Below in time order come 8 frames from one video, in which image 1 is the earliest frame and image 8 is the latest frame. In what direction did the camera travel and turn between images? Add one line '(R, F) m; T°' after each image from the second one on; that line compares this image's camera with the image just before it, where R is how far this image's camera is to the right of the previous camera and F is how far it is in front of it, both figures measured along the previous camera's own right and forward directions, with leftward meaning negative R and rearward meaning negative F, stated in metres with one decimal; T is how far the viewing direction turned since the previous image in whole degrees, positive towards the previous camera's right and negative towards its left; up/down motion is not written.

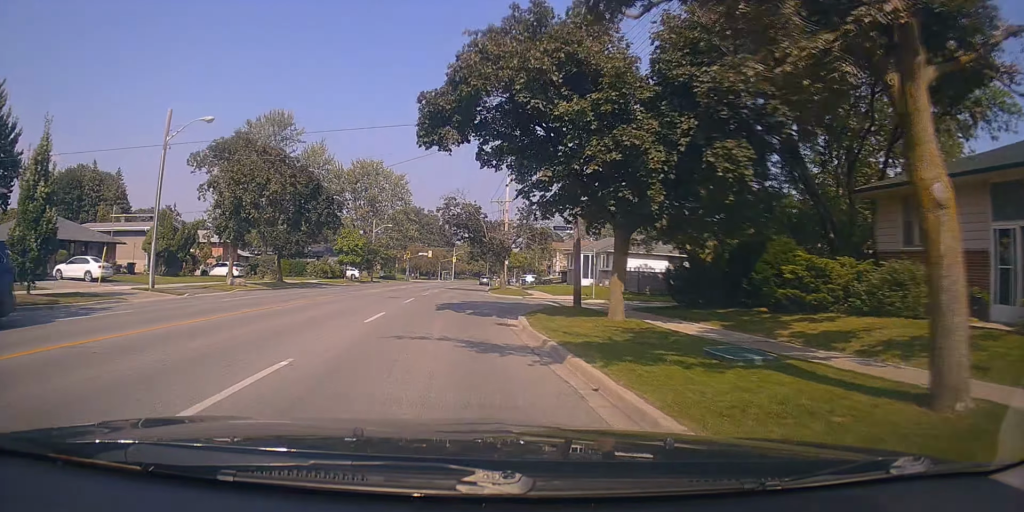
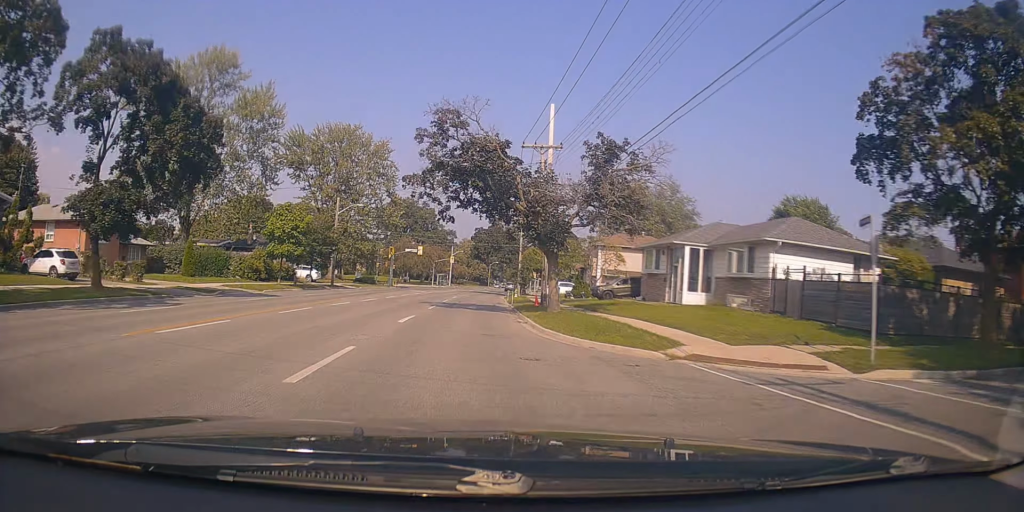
(-0.5, +26.3) m; +1°
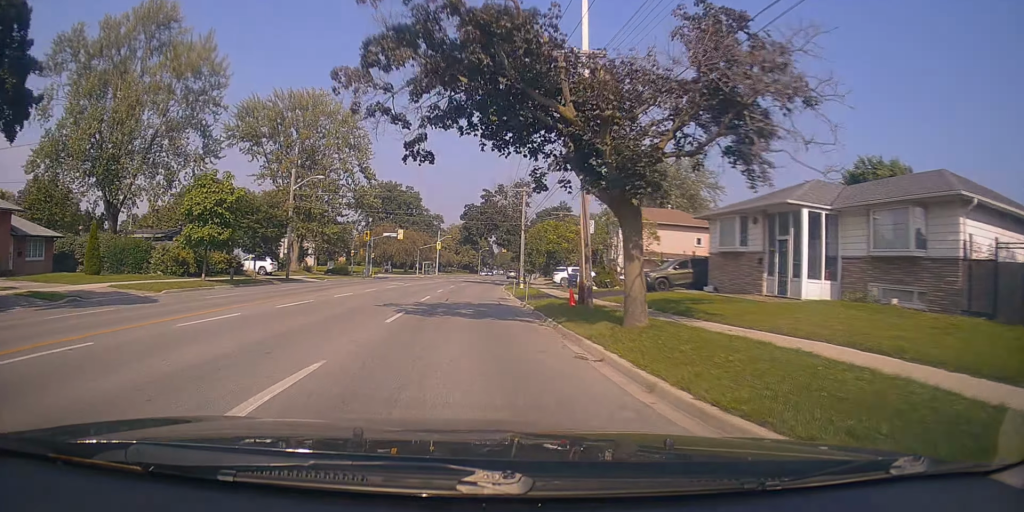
(+0.7, +12.4) m; +2°
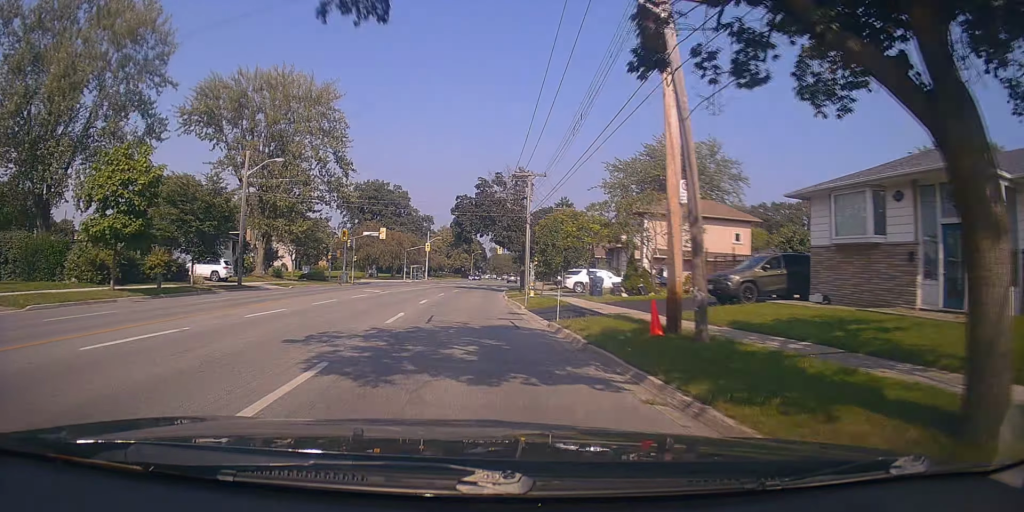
(-0.3, +9.1) m; 0°
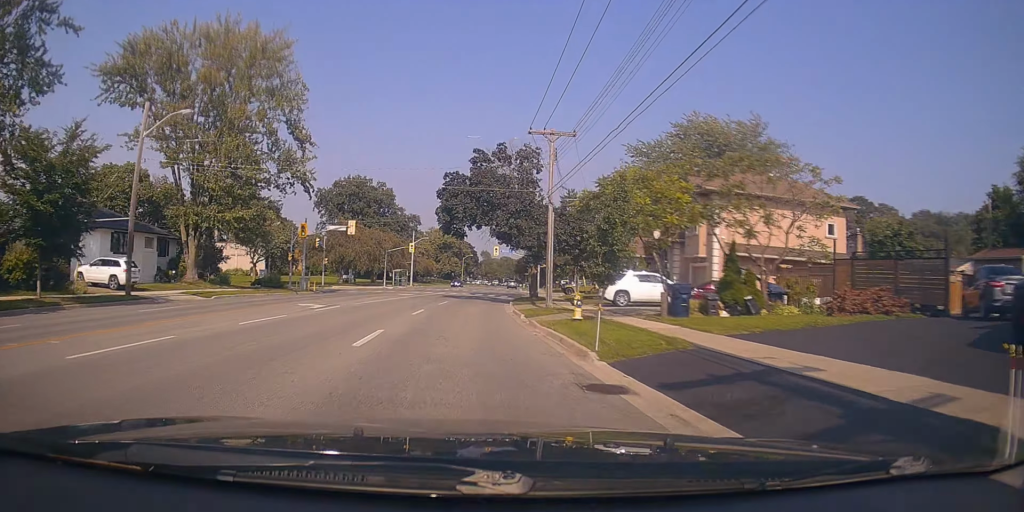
(+0.3, +13.1) m; +1°
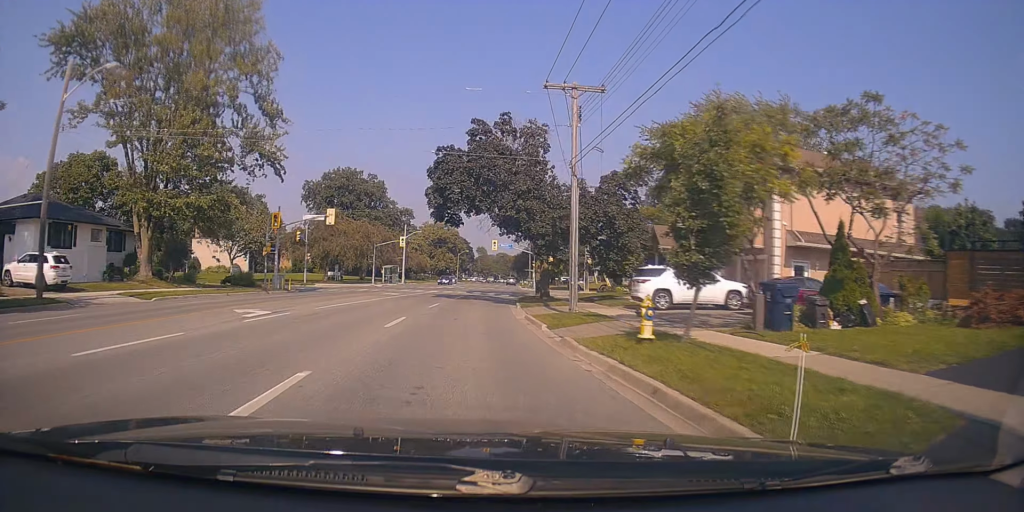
(+0.1, +6.3) m; +1°
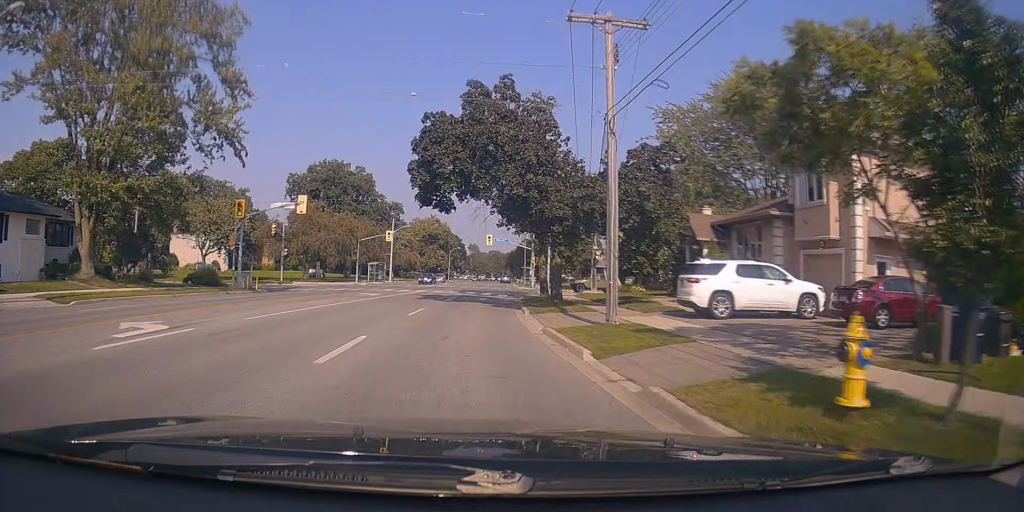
(-0.2, +5.9) m; +1°
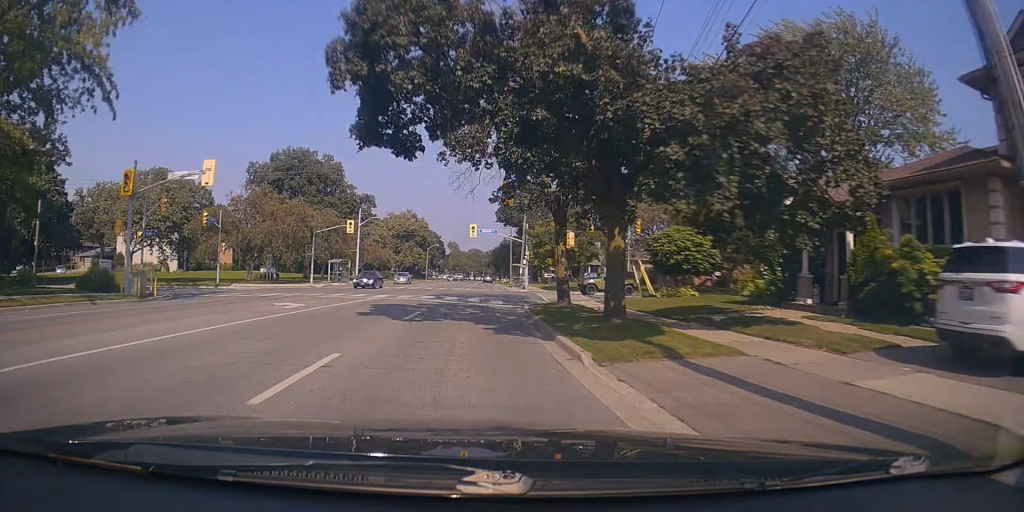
(+0.1, +11.8) m; +2°
